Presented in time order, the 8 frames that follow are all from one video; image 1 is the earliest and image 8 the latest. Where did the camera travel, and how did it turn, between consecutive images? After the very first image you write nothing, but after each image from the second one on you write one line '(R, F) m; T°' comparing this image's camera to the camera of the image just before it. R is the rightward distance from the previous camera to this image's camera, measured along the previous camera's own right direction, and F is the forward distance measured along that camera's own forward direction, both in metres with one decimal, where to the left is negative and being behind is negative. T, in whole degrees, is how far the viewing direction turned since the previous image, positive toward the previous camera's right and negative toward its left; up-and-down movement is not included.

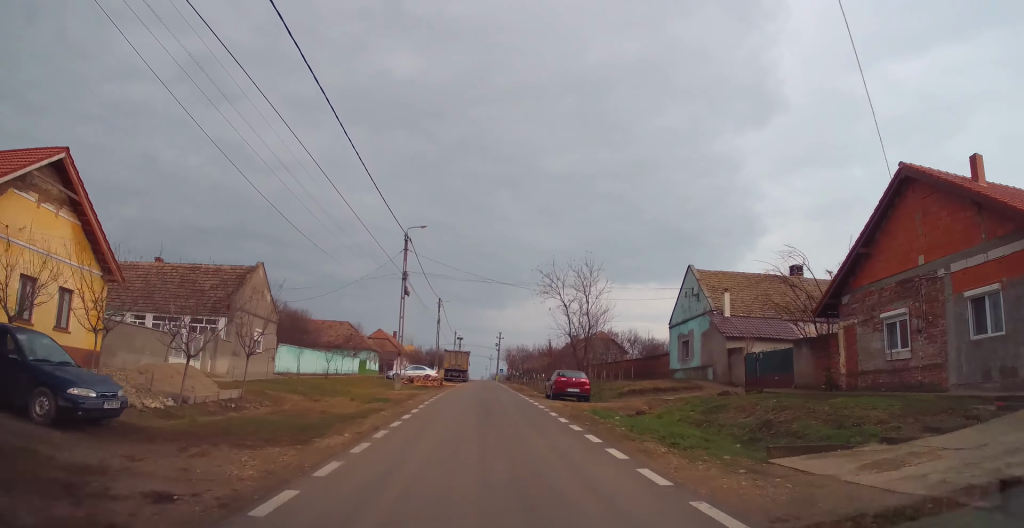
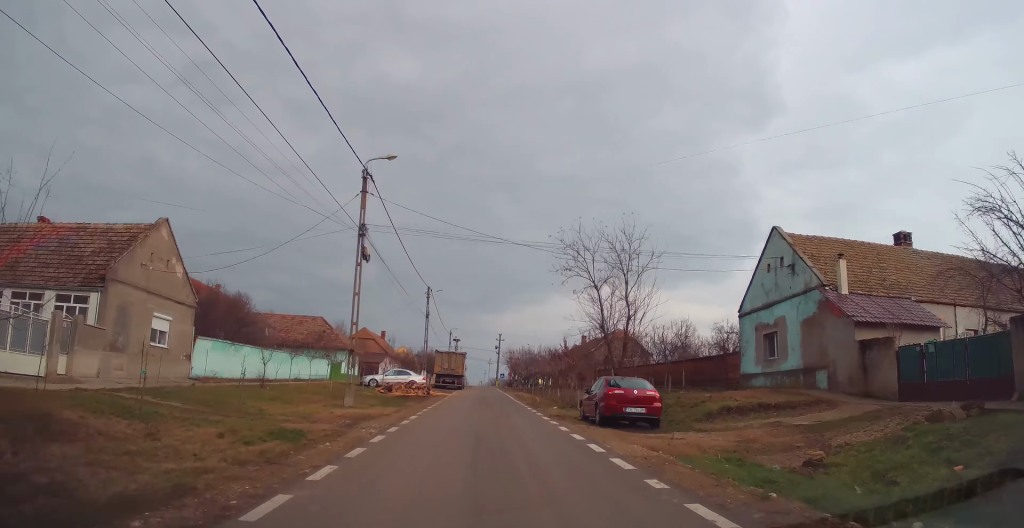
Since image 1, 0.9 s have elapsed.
(0.0, +11.8) m; -1°
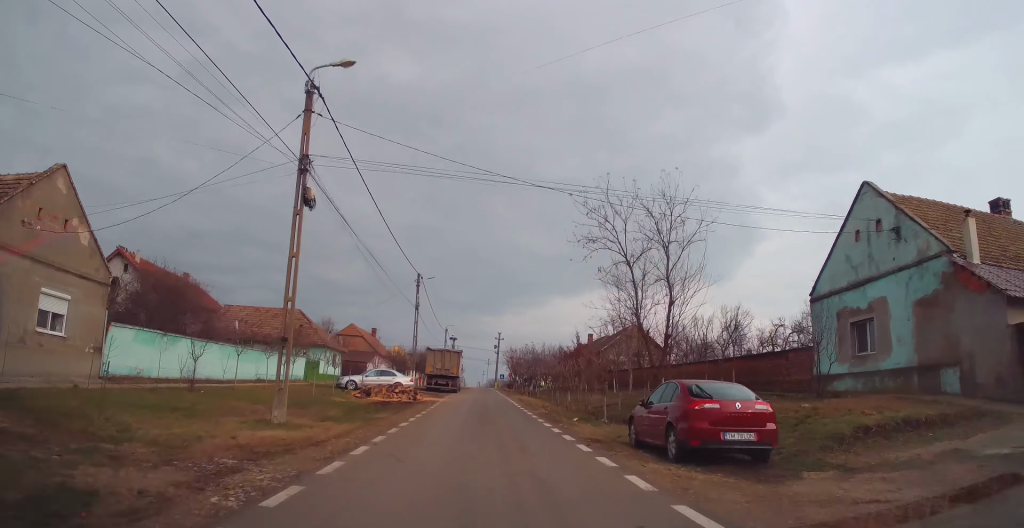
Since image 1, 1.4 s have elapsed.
(0.0, +7.3) m; -1°
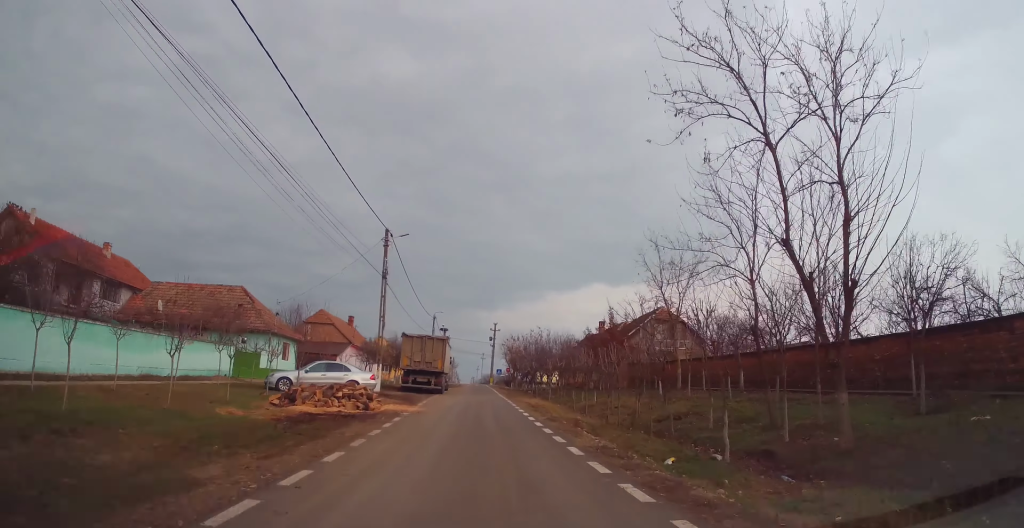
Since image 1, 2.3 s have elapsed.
(-0.1, +12.6) m; -2°
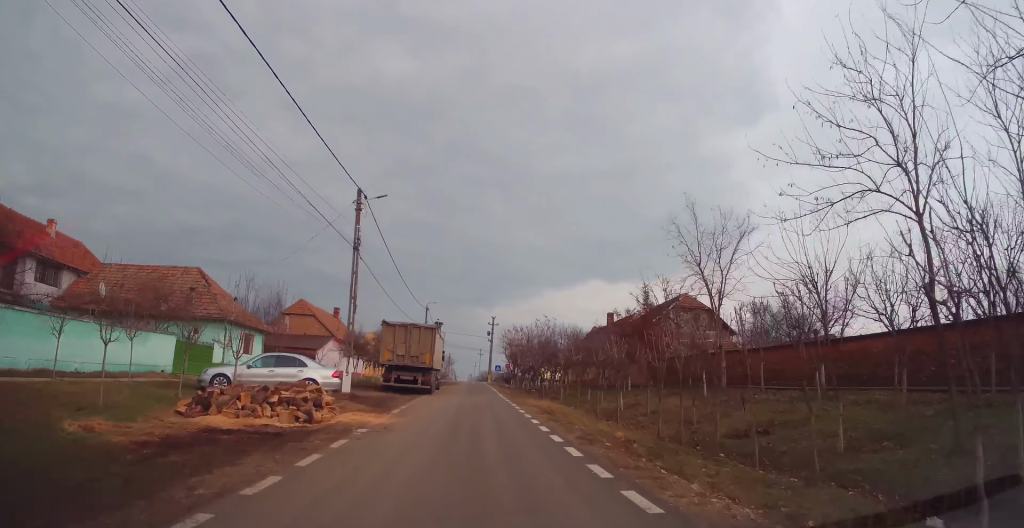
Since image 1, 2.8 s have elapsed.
(-0.2, +6.7) m; +1°
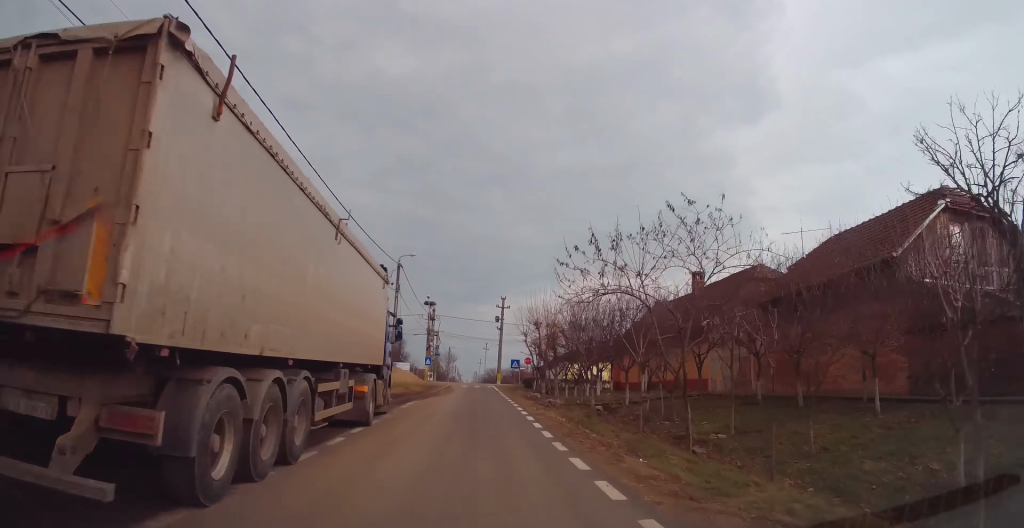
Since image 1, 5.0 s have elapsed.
(+0.9, +27.7) m; +1°
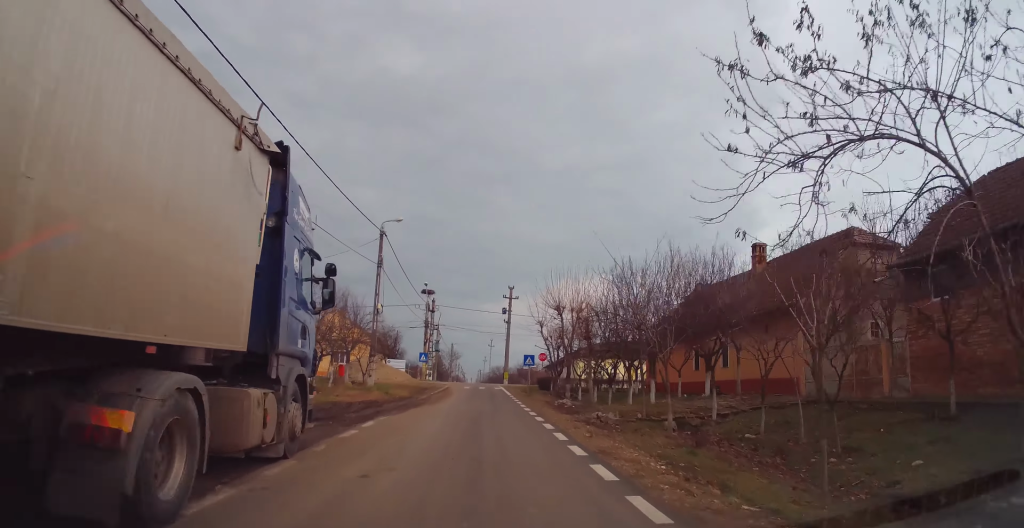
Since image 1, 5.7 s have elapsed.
(-0.1, +9.5) m; -1°
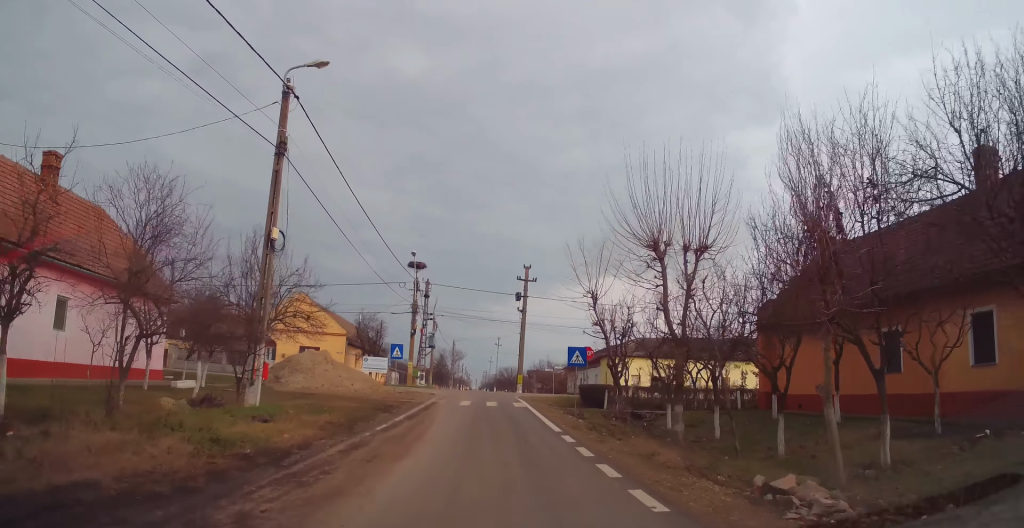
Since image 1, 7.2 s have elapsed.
(-0.4, +17.7) m; +1°
